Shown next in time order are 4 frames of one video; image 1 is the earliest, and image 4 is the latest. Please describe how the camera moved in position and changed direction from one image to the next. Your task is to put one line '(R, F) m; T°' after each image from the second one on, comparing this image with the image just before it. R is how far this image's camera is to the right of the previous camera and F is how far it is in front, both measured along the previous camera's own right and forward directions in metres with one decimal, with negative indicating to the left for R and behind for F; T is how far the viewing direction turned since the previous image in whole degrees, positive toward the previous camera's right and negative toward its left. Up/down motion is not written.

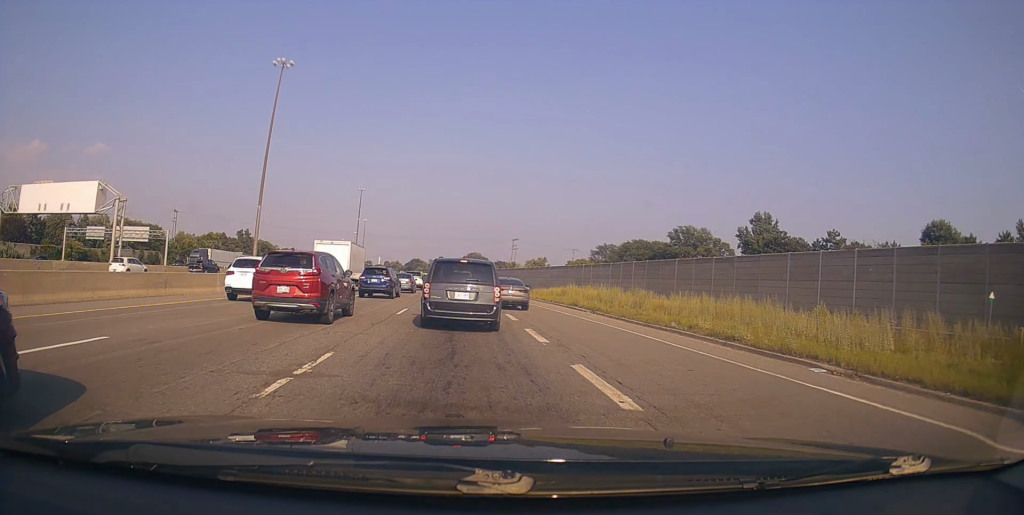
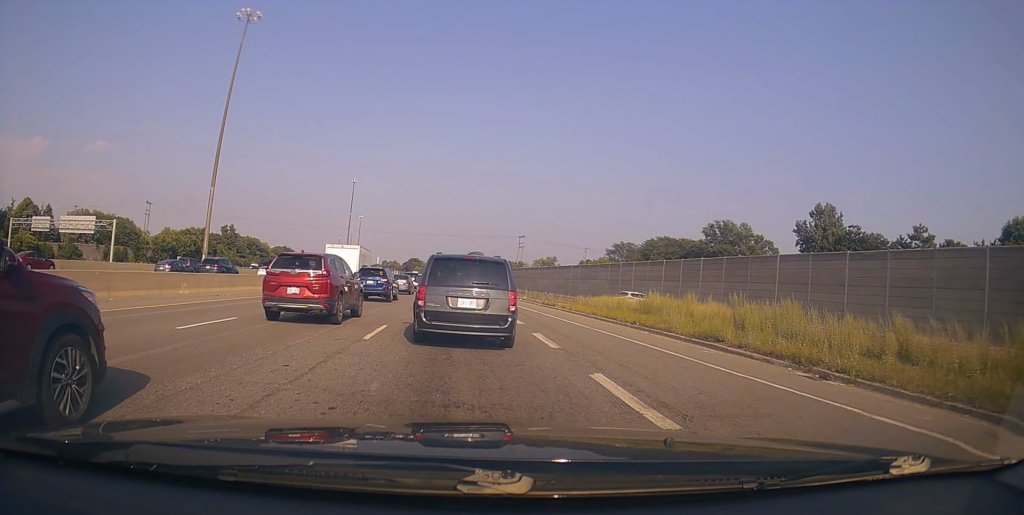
(0.0, +21.0) m; 0°
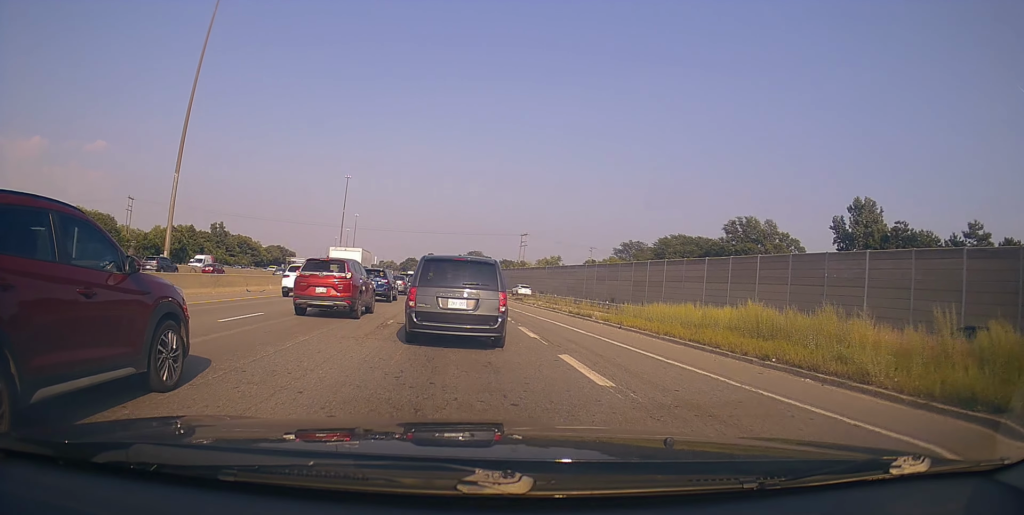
(-0.6, +9.9) m; -6°
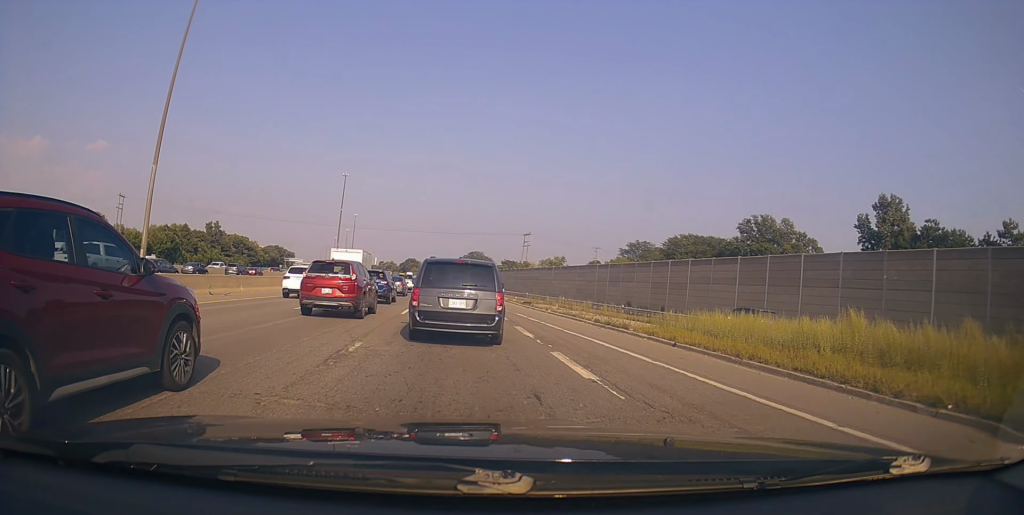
(+0.1, +5.1) m; +4°
